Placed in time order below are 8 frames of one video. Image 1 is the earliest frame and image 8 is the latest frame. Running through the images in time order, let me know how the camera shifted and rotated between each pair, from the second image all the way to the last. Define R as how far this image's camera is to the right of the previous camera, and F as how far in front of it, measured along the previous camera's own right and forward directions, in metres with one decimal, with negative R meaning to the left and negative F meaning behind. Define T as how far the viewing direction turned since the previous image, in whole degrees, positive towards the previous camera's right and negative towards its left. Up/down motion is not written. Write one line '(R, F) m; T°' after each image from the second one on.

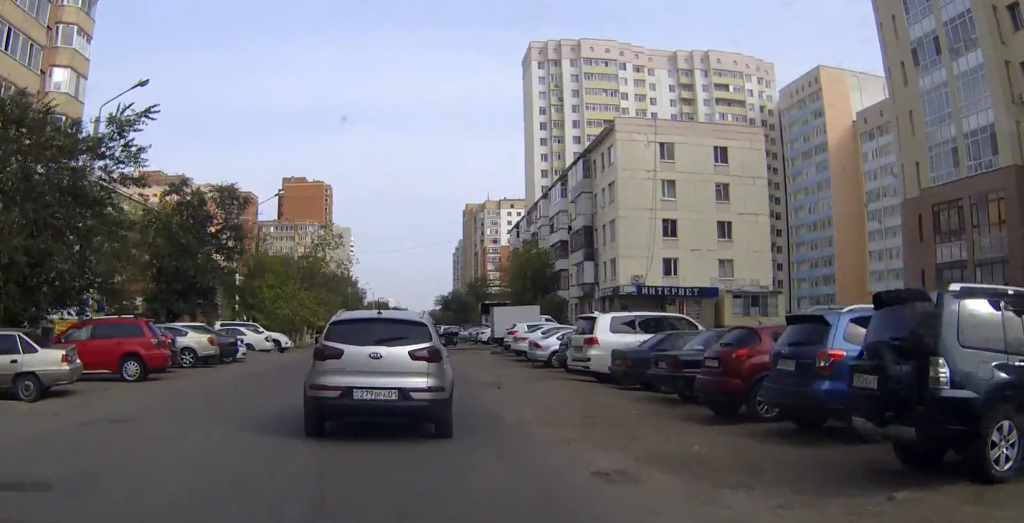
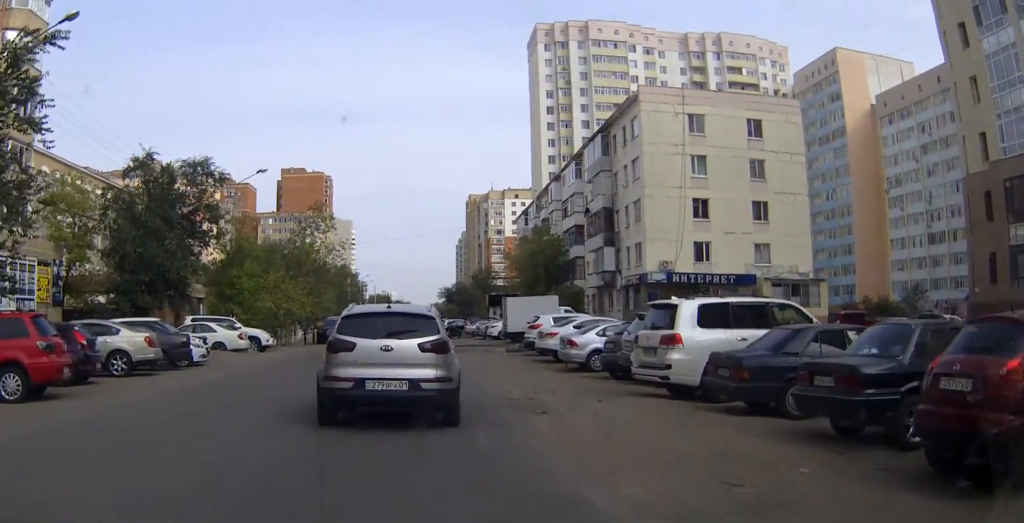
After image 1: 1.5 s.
(+0.4, +6.8) m; +4°
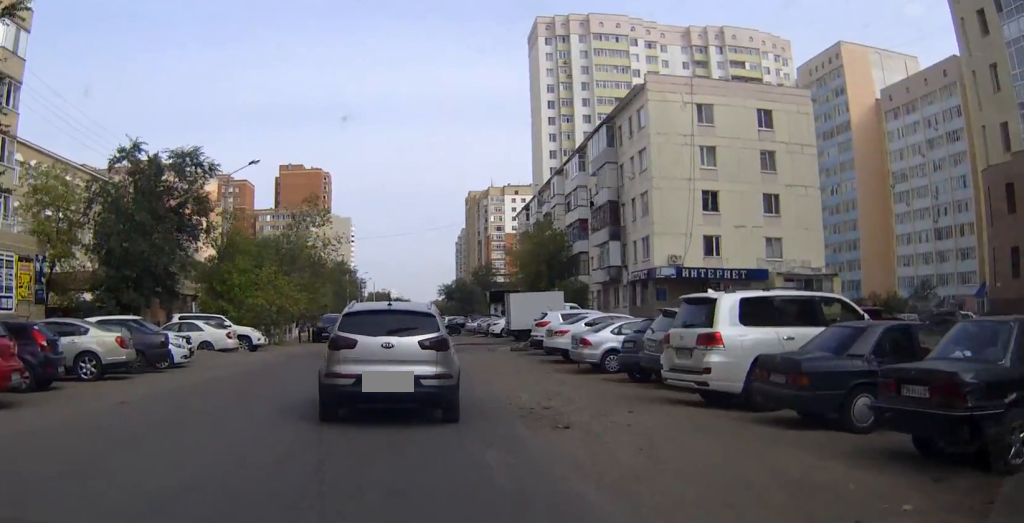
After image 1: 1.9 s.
(0.0, +2.1) m; -1°
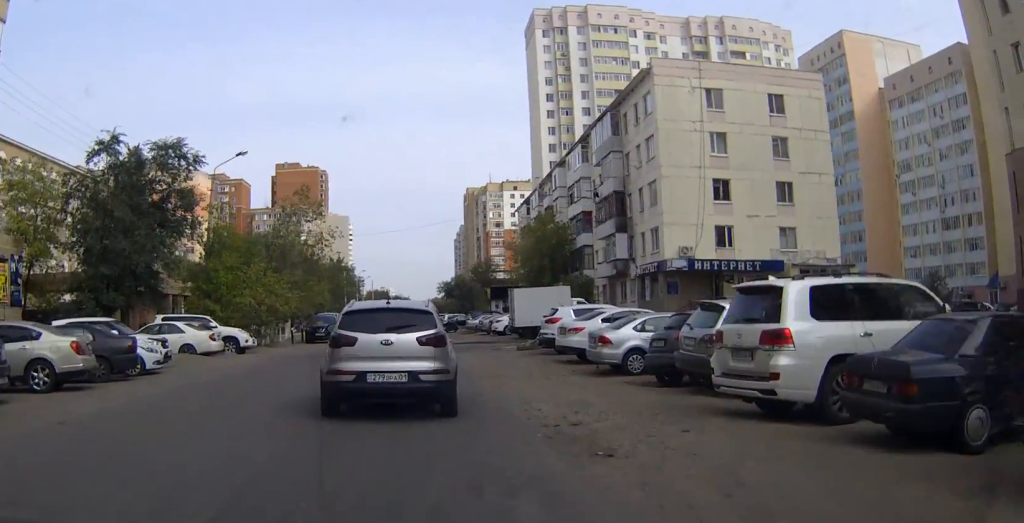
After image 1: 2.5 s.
(-0.1, +2.7) m; -2°
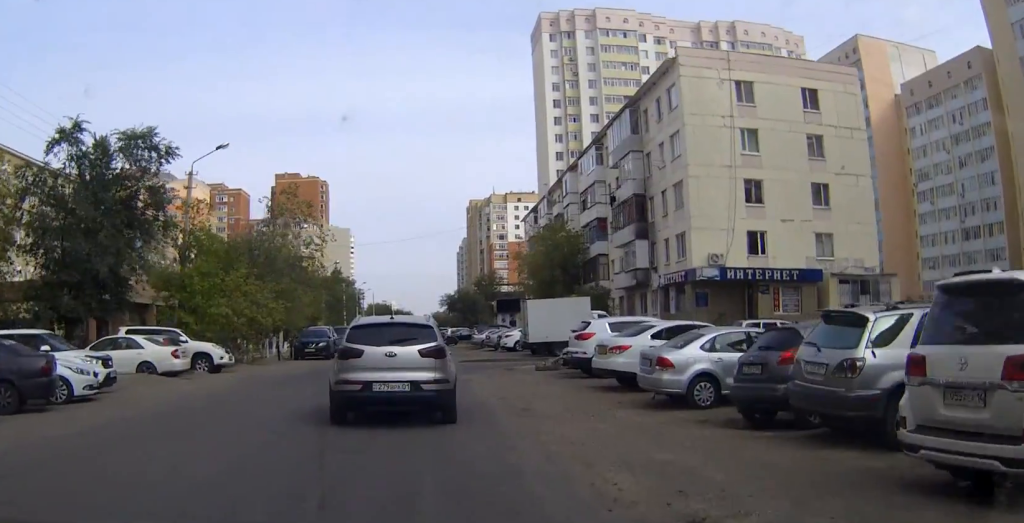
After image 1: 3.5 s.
(-0.1, +5.2) m; -1°
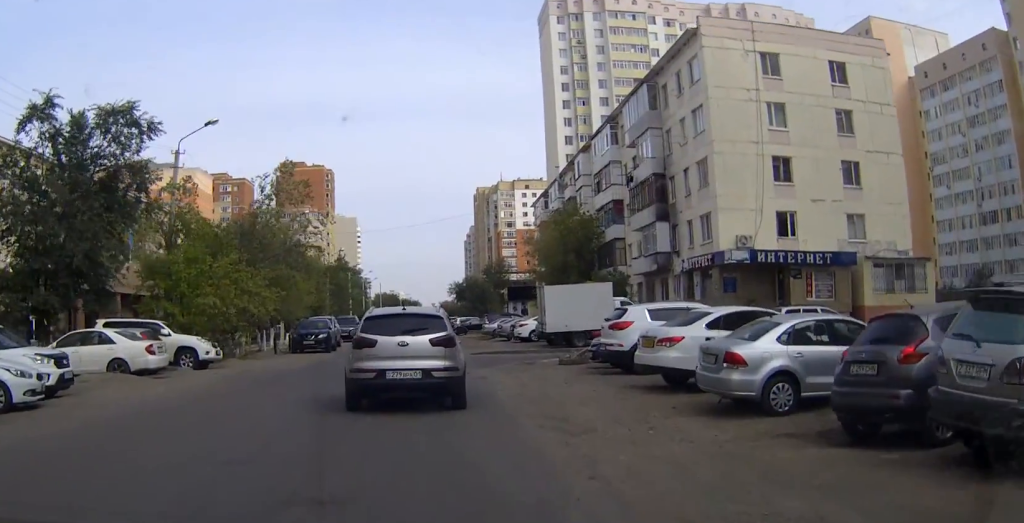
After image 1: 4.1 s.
(0.0, +3.5) m; 0°
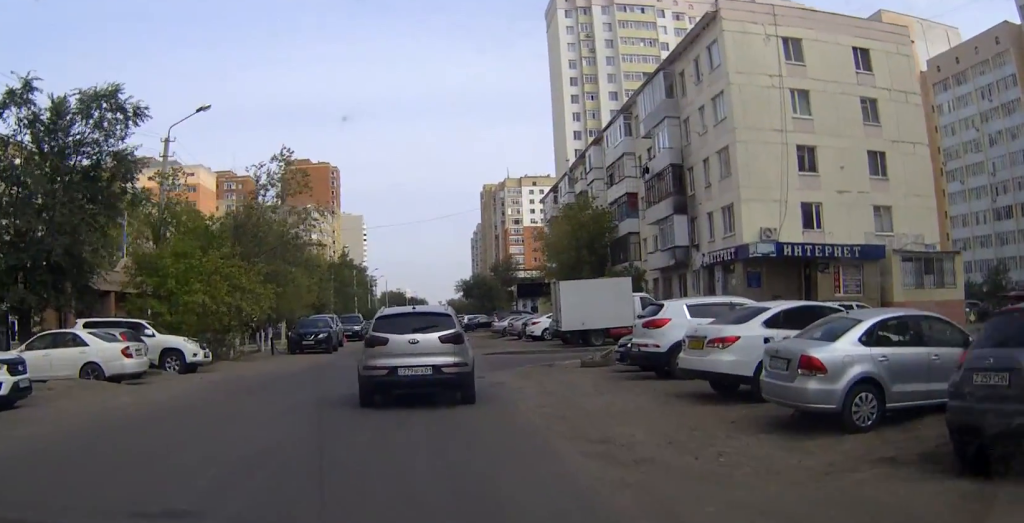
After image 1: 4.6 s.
(0.0, +2.6) m; 0°
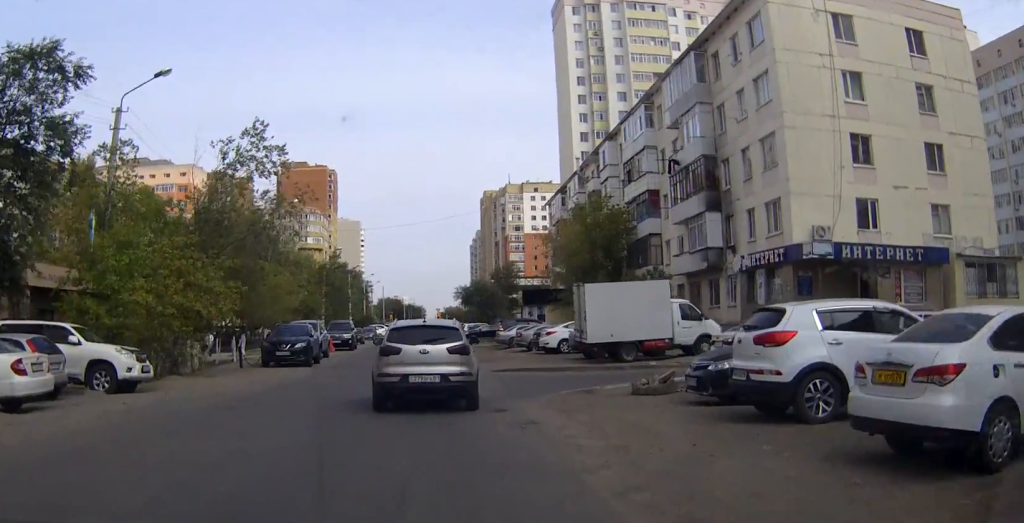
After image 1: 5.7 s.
(0.0, +6.3) m; -1°
